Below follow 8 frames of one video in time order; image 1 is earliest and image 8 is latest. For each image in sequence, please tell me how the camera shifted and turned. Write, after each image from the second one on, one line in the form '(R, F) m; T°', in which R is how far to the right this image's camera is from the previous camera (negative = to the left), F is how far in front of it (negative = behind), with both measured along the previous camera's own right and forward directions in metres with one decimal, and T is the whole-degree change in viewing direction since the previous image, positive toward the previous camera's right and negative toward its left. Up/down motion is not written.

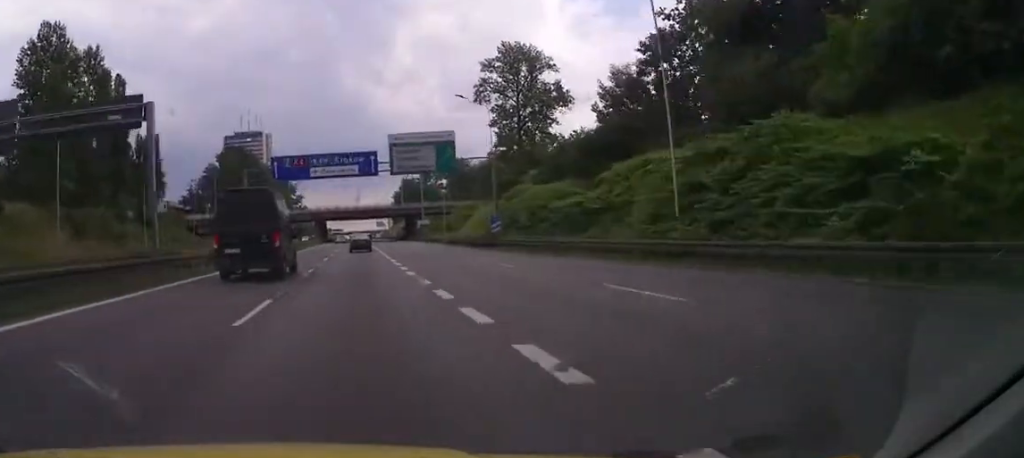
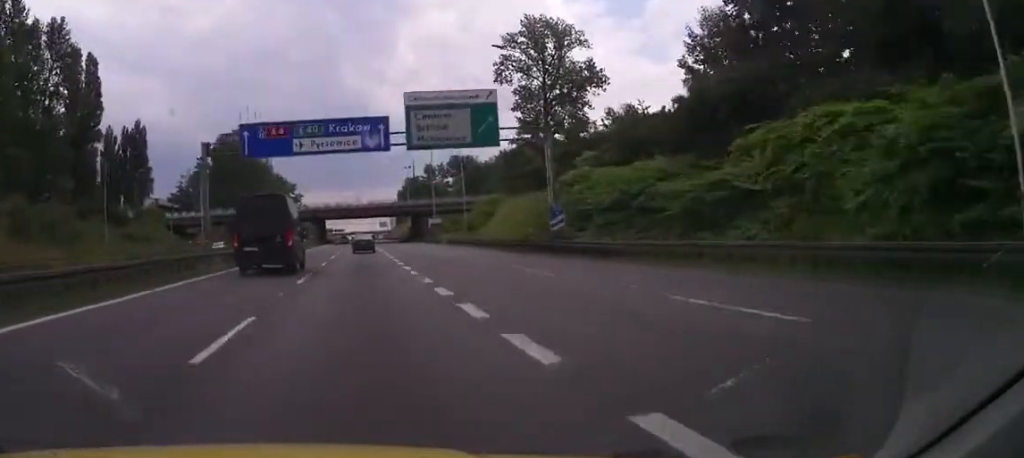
(0.0, +15.0) m; 0°
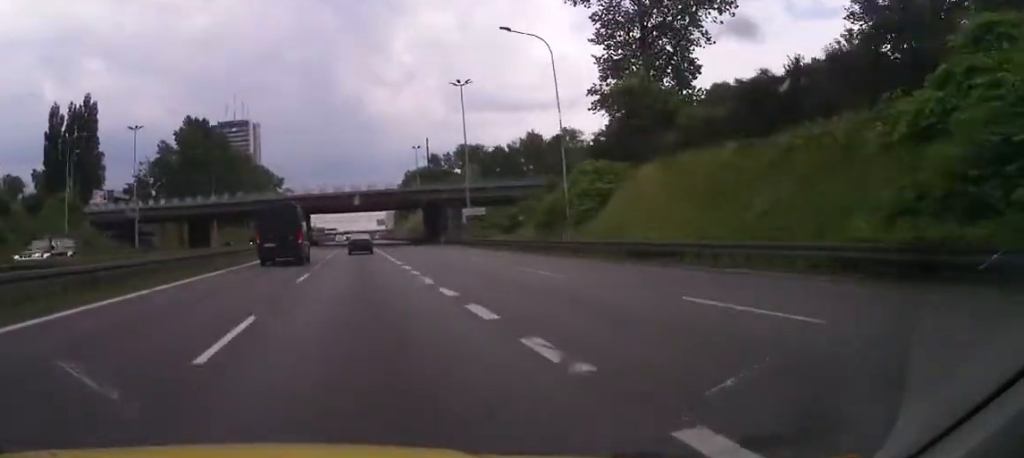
(-0.1, +35.7) m; 0°
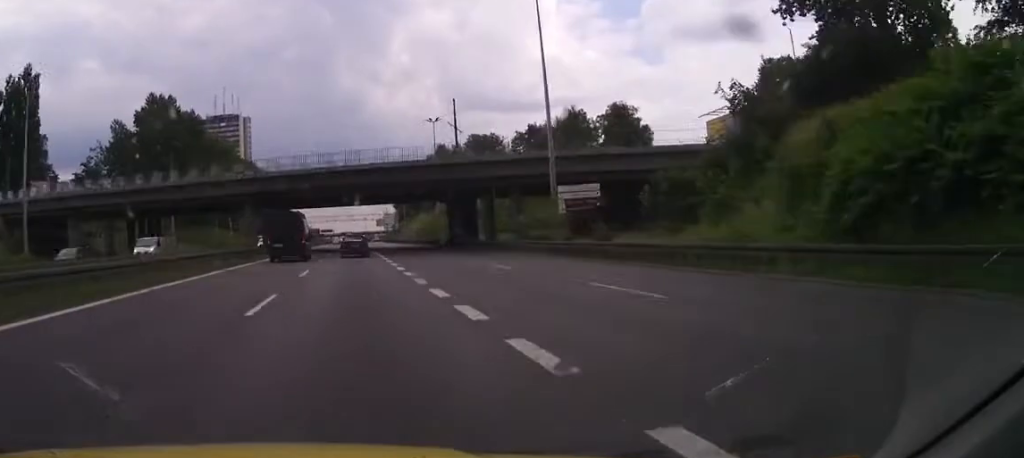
(-0.1, +31.2) m; 0°
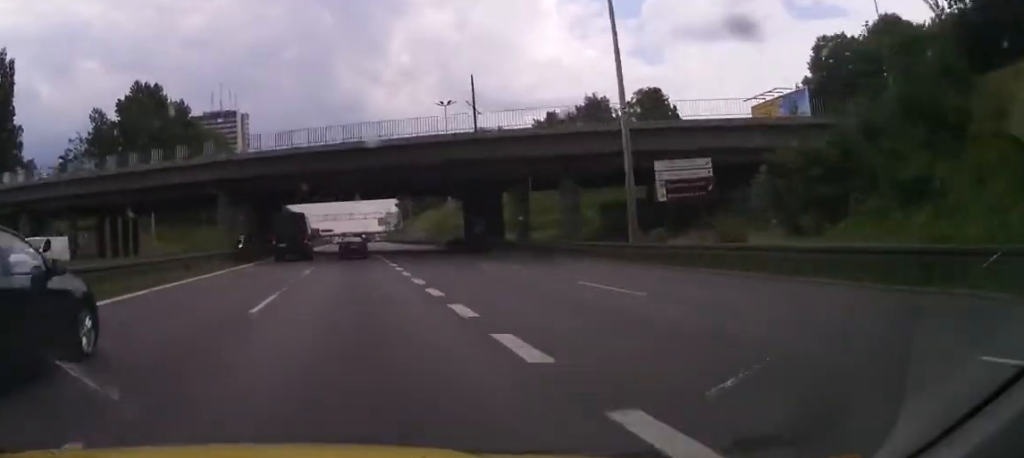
(0.0, +11.3) m; 0°
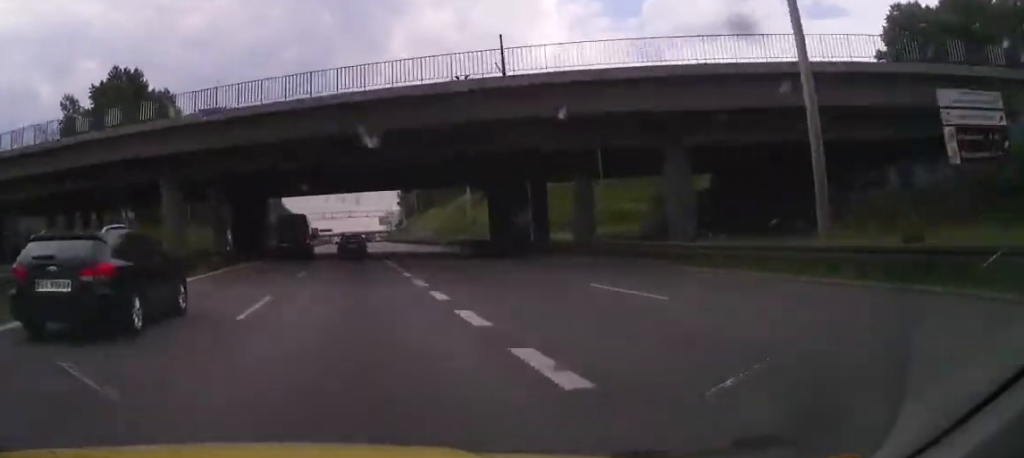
(0.0, +13.0) m; 0°
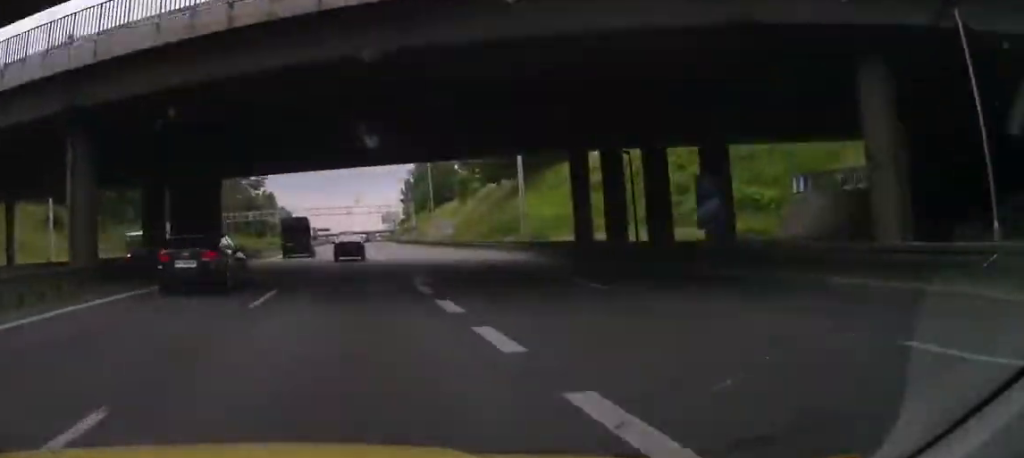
(0.0, +21.7) m; 0°
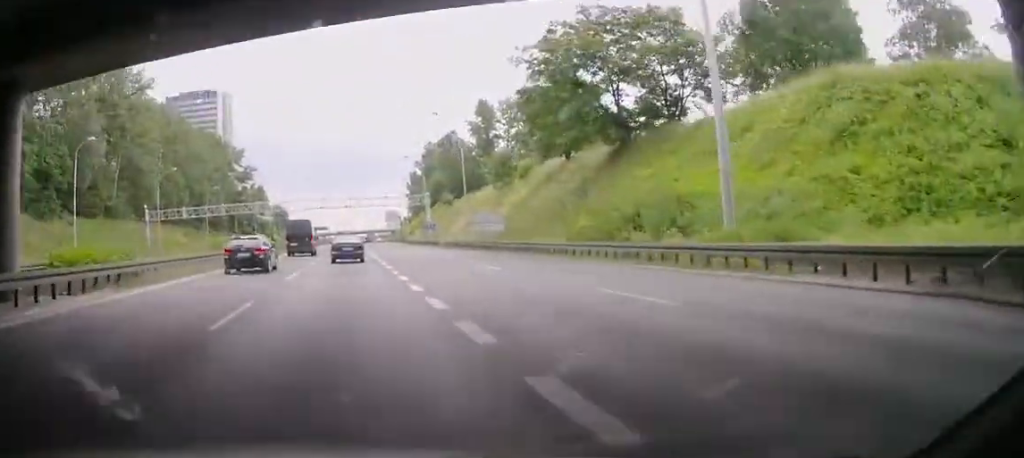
(+0.1, +26.8) m; 0°
